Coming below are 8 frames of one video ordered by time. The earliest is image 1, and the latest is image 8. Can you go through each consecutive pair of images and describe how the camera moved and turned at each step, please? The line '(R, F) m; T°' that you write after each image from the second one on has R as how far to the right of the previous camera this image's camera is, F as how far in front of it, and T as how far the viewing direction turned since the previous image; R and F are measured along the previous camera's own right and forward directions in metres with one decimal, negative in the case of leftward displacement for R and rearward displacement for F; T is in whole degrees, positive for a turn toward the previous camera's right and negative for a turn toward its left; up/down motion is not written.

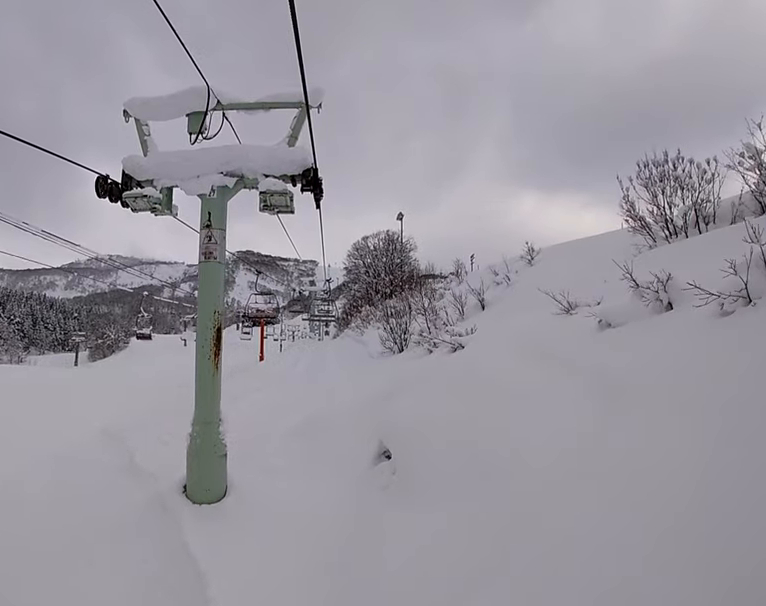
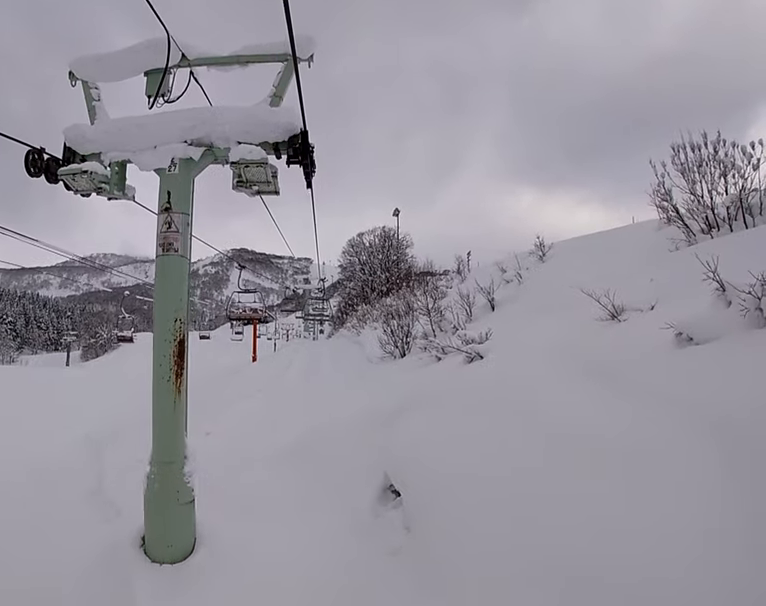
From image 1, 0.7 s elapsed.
(+0.5, +2.4) m; 0°
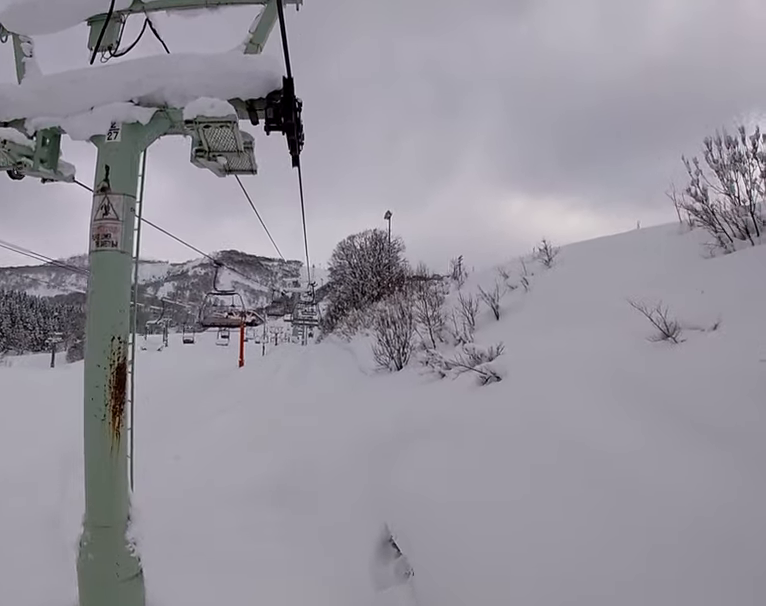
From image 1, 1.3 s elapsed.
(-0.1, +2.1) m; +4°
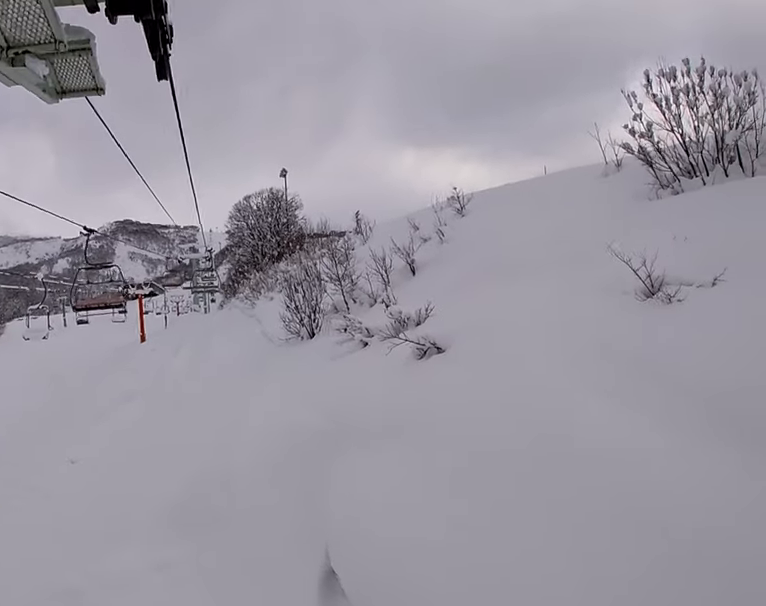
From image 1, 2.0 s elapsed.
(-0.4, +2.1) m; +6°
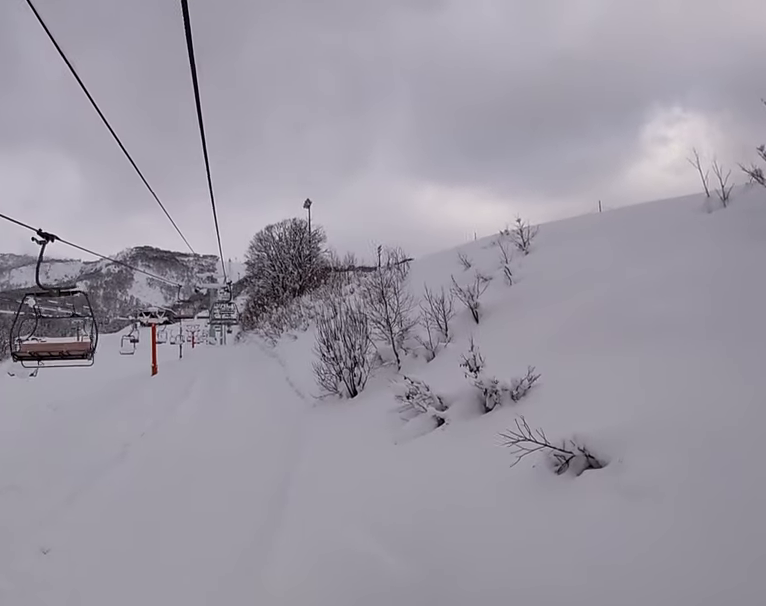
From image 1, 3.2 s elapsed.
(+0.8, +3.5) m; -2°
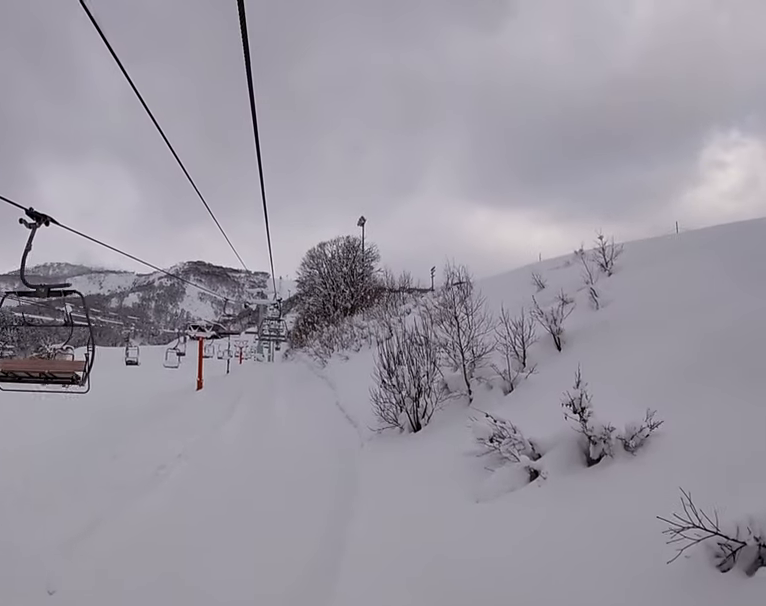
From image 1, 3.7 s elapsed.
(-0.6, +1.7) m; -6°
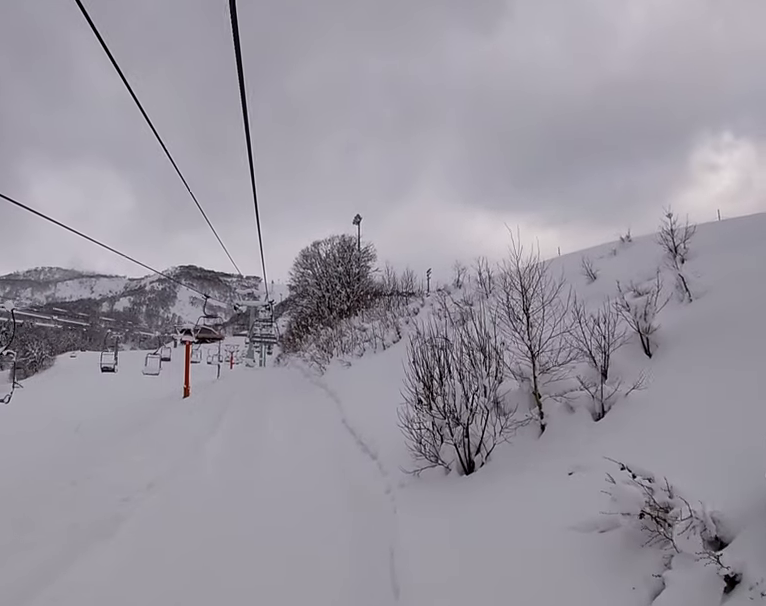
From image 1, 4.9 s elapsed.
(+0.4, +4.1) m; -1°
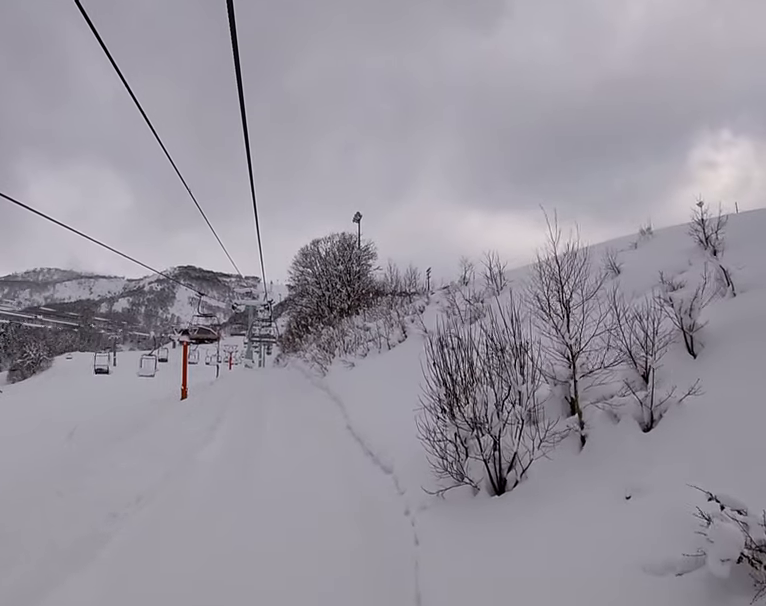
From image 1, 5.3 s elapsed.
(-0.2, +1.2) m; -6°
